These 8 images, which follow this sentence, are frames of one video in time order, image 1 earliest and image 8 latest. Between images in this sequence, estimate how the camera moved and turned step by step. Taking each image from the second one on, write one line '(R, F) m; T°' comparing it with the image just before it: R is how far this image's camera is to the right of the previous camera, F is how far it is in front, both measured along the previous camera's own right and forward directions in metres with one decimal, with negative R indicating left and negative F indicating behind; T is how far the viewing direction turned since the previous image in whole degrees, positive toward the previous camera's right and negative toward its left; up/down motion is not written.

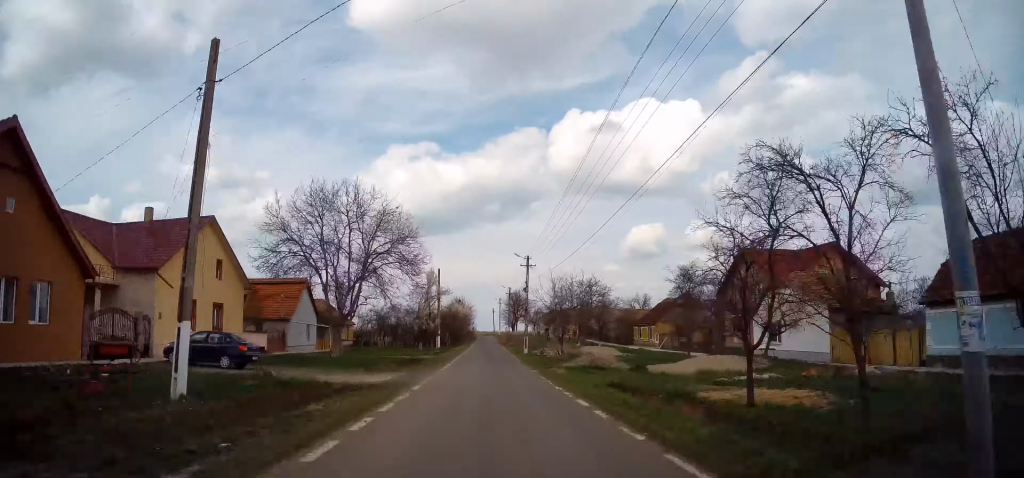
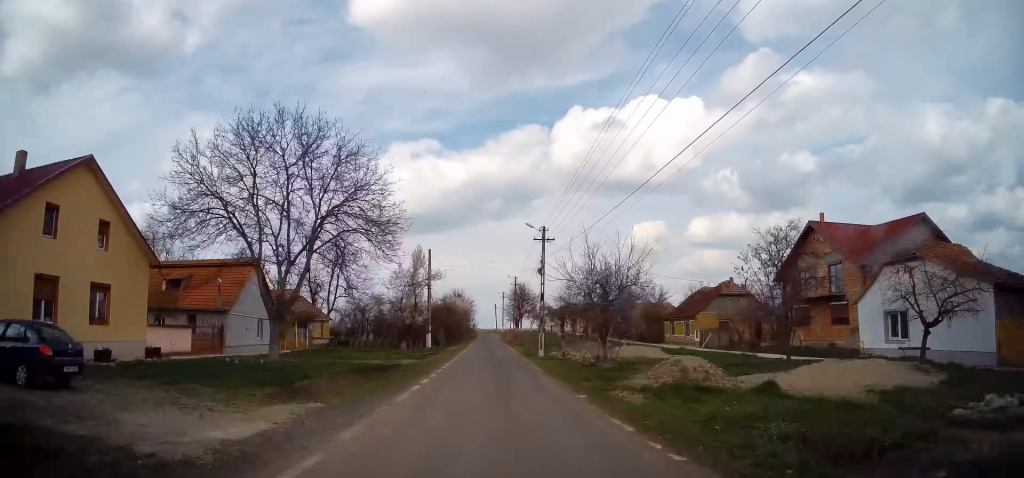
(-0.2, +10.7) m; -1°
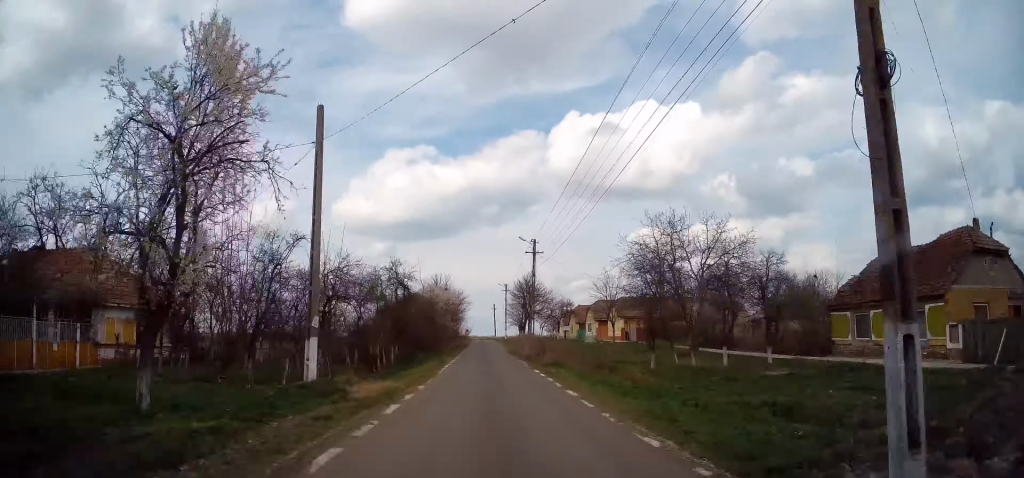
(-0.3, +28.9) m; +1°
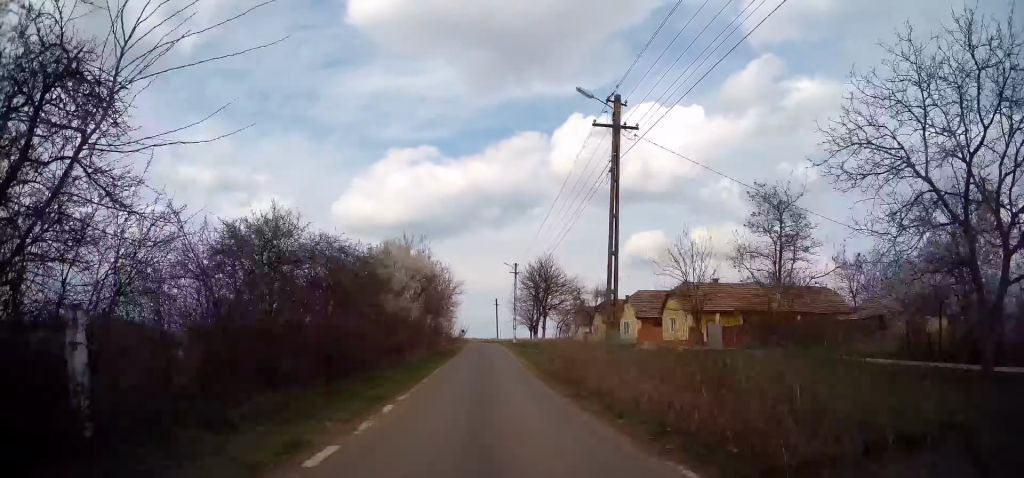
(+0.3, +23.4) m; 0°
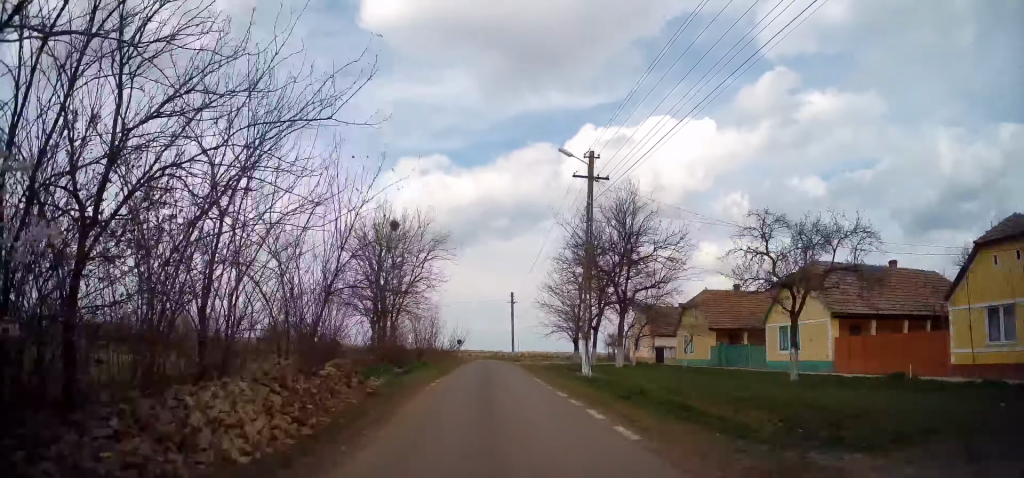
(-0.4, +35.6) m; 0°
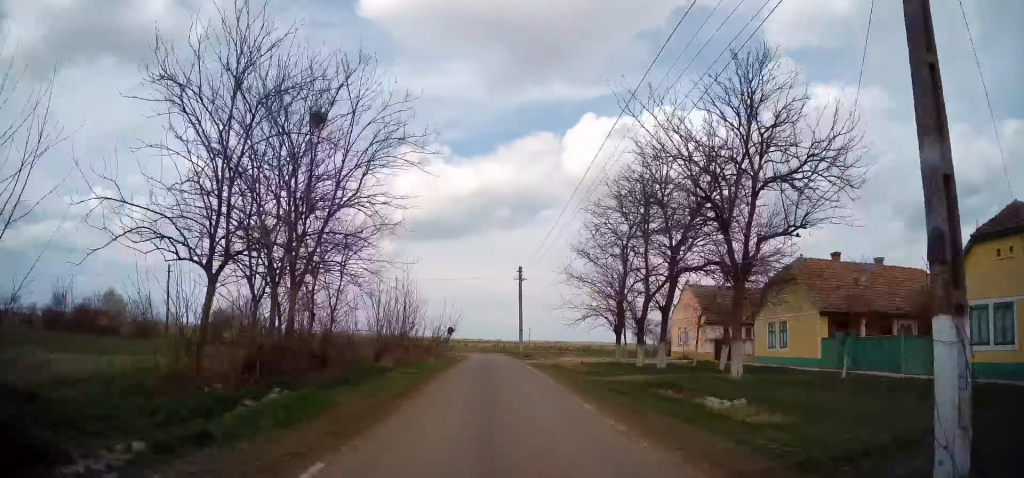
(+0.2, +15.4) m; 0°
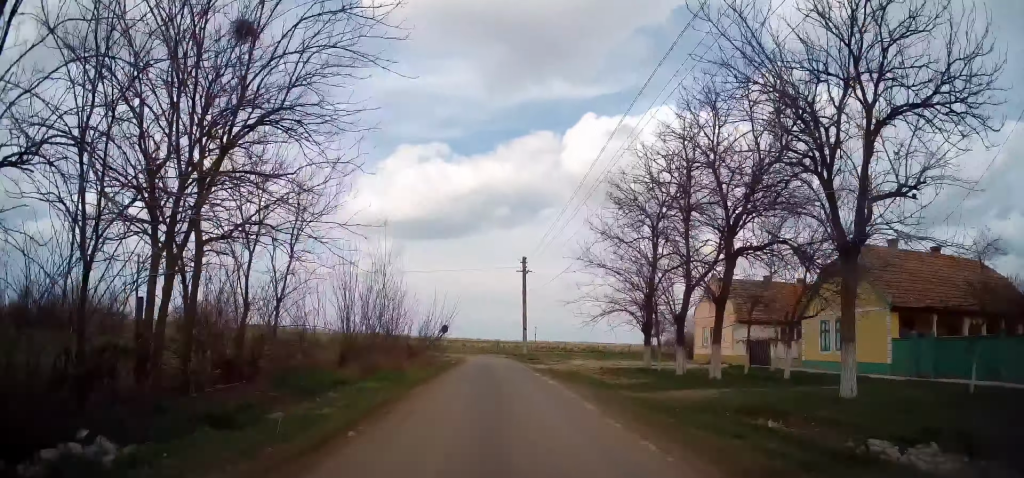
(-0.1, +6.0) m; -1°
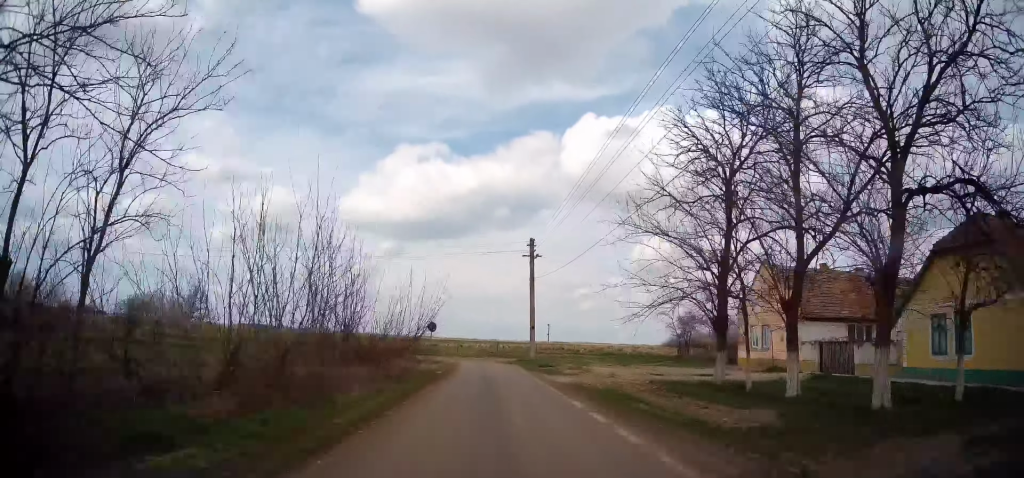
(-0.1, +8.7) m; 0°
